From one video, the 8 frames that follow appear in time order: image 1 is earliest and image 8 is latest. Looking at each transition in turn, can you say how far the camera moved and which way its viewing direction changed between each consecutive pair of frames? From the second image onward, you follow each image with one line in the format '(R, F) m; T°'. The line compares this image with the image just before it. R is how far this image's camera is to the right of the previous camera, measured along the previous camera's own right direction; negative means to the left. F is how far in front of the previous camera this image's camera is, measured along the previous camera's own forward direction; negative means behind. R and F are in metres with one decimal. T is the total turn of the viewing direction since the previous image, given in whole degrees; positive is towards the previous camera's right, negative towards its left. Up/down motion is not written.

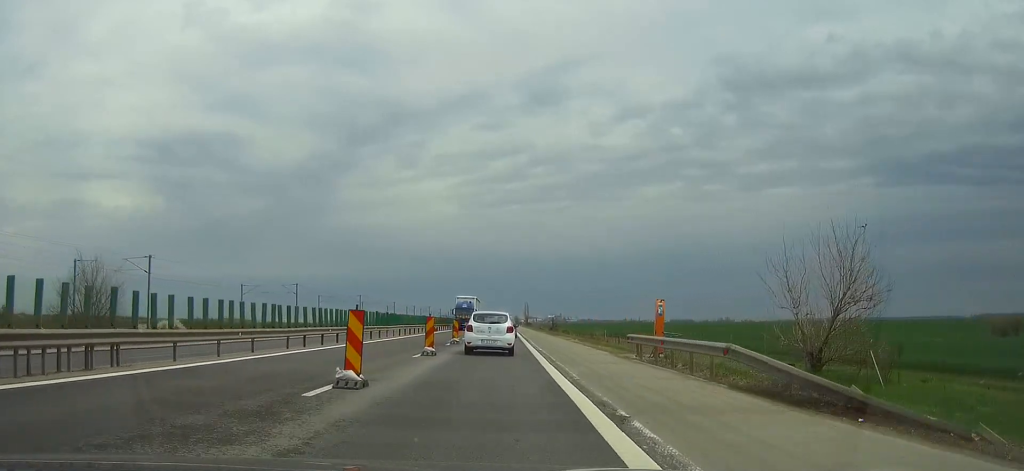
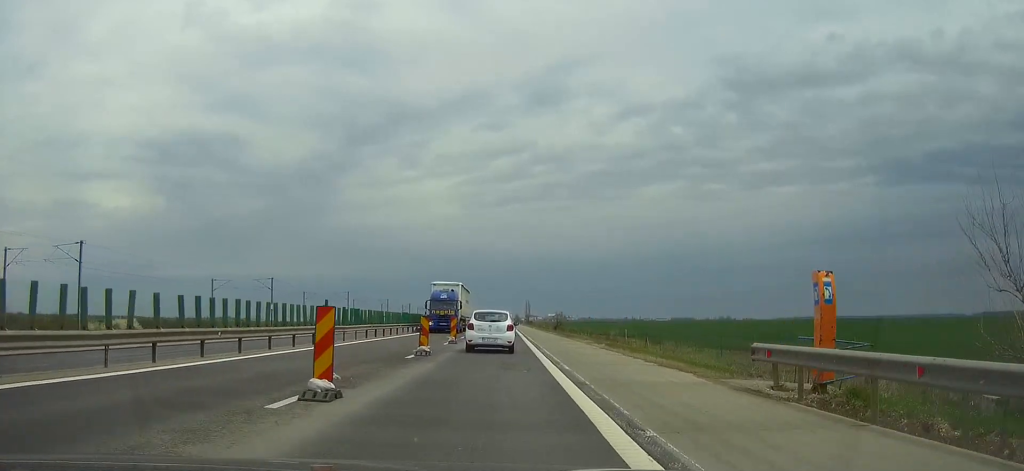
(0.0, +13.4) m; 0°
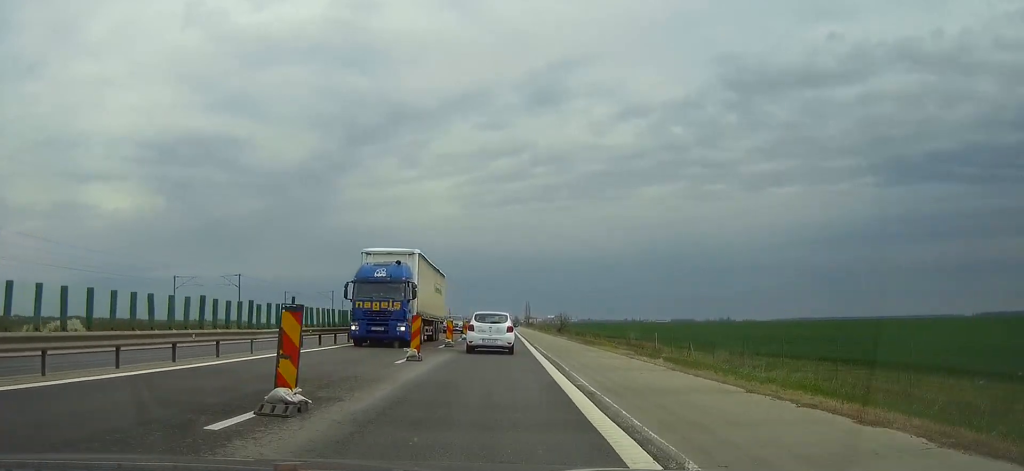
(0.0, +13.5) m; 0°
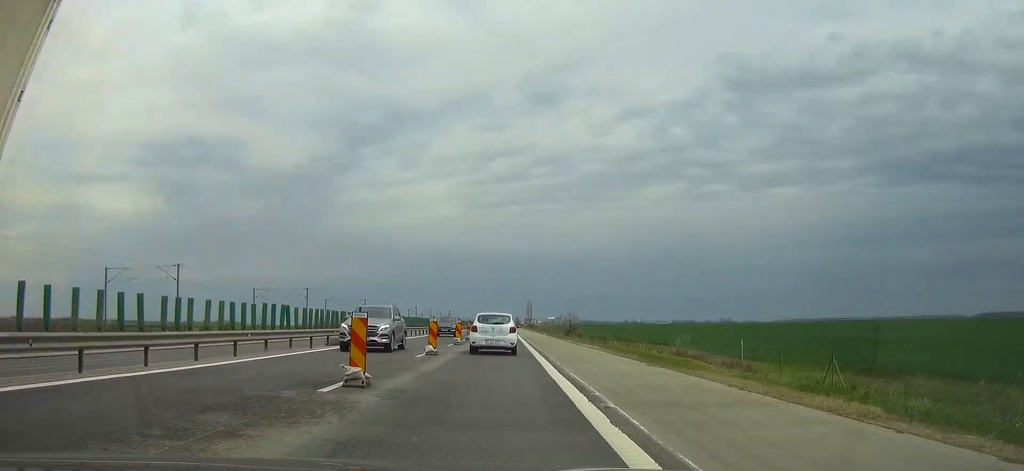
(-0.1, +19.1) m; 0°
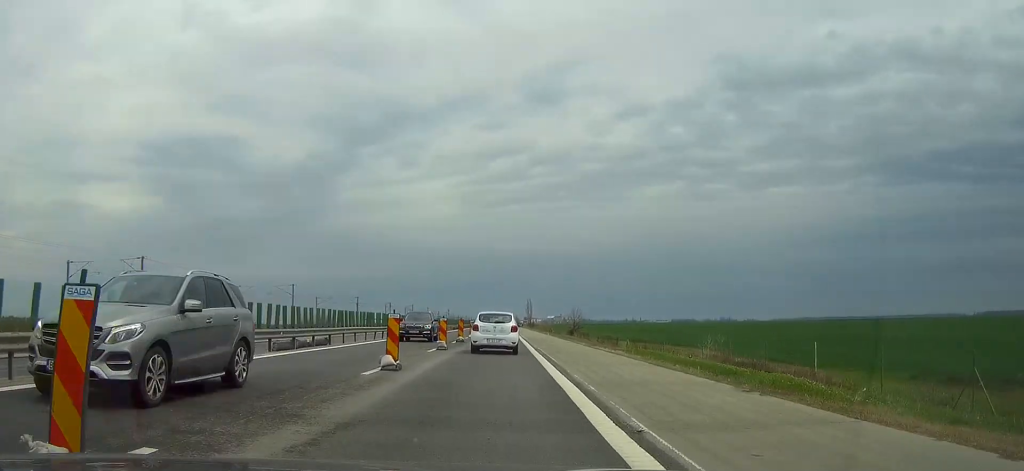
(0.0, +8.3) m; 0°
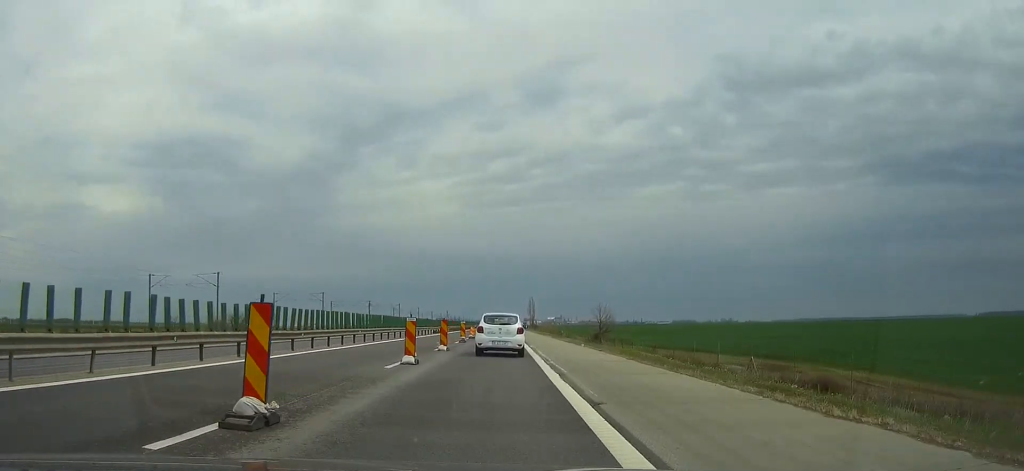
(+0.1, +31.9) m; 0°
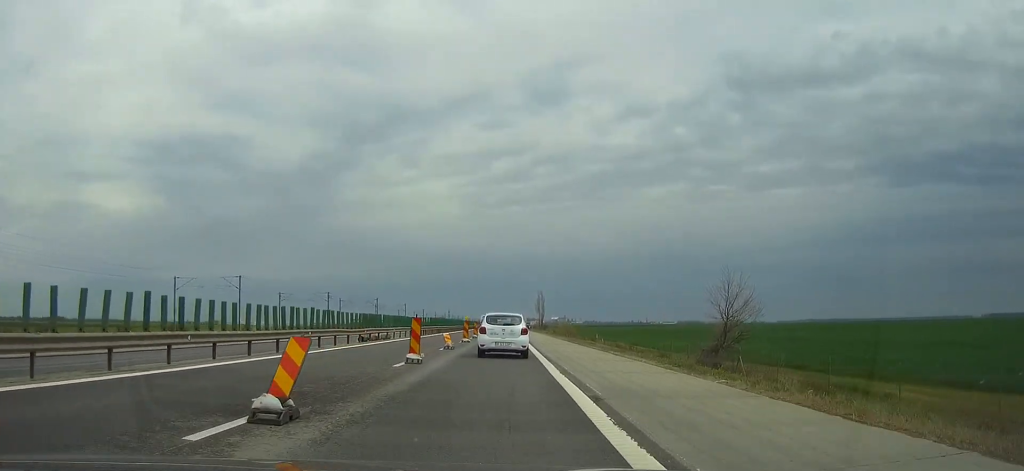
(0.0, +47.0) m; 0°
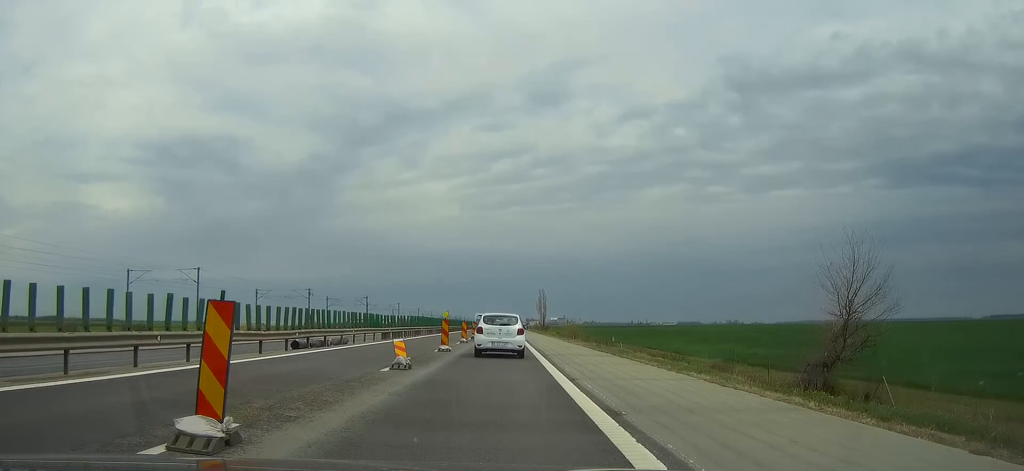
(0.0, +14.2) m; 0°
